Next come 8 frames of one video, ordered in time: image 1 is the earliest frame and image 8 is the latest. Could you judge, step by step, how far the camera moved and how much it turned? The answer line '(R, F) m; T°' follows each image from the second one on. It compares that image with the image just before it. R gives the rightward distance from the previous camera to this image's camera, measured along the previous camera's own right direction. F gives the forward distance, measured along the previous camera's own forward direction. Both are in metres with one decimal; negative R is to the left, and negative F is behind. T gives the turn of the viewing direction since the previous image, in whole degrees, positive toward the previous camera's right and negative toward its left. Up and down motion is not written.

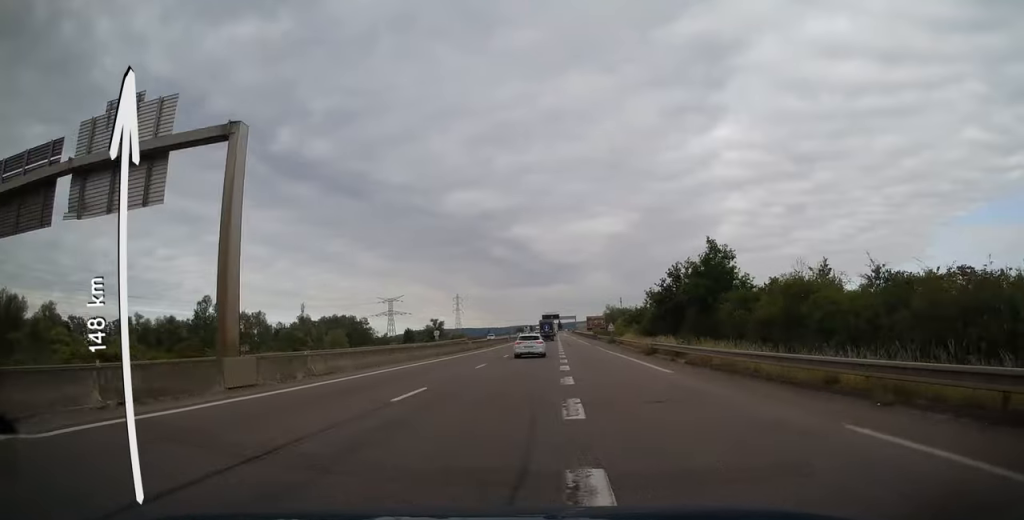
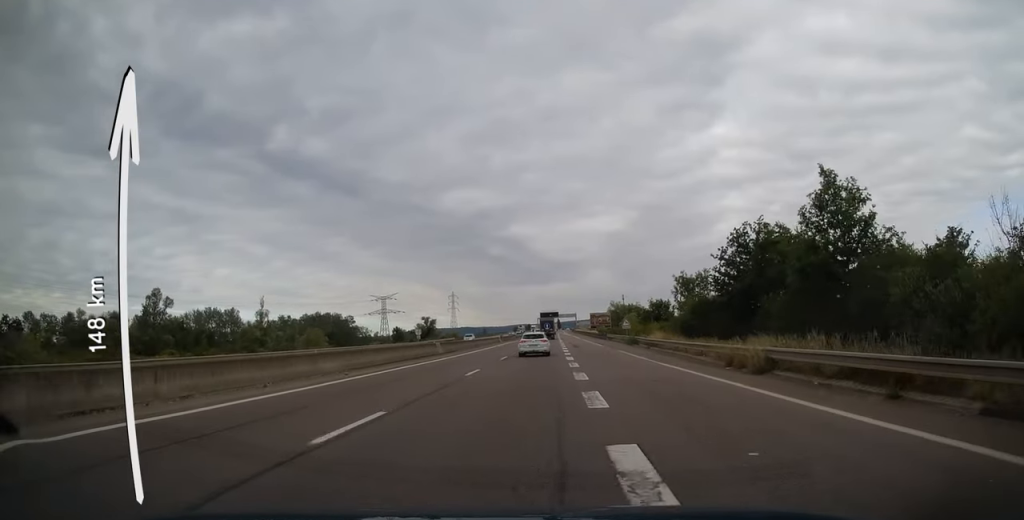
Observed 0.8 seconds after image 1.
(-0.1, +18.6) m; +1°
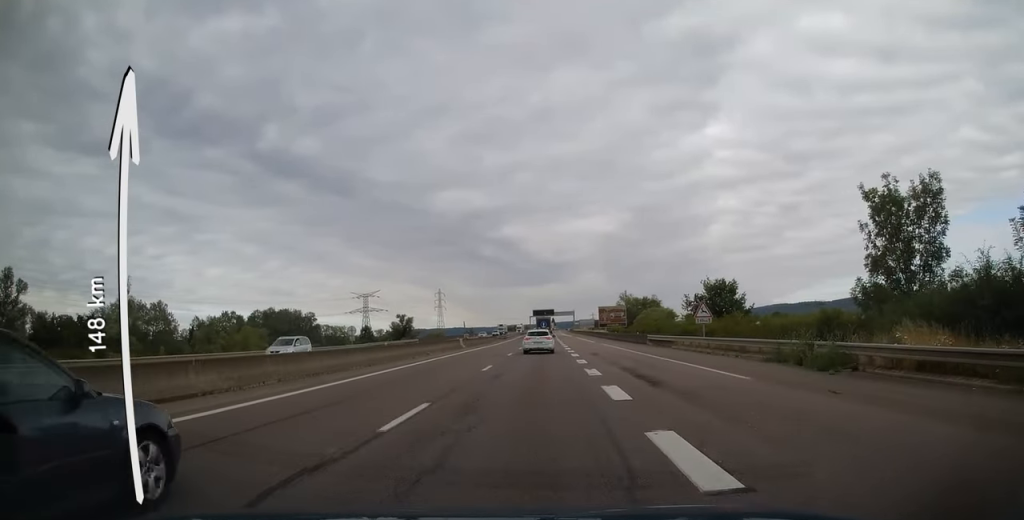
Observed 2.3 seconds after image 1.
(+0.4, +38.8) m; +1°
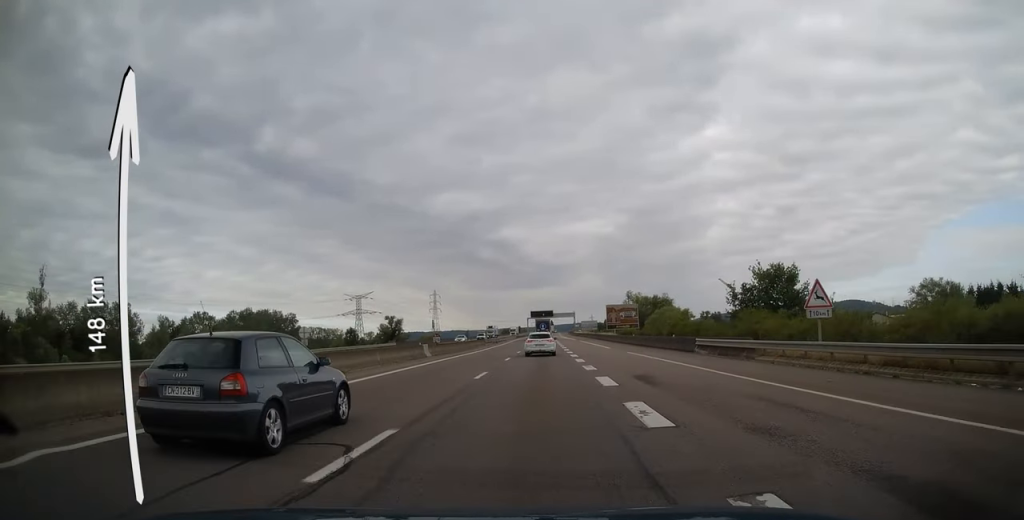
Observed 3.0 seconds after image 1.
(0.0, +16.3) m; 0°
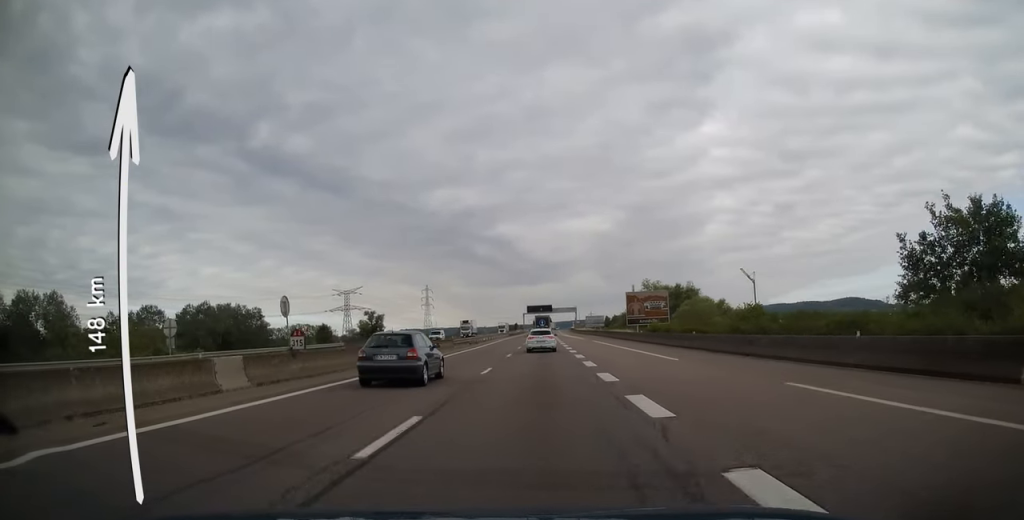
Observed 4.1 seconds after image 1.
(+0.2, +25.3) m; 0°
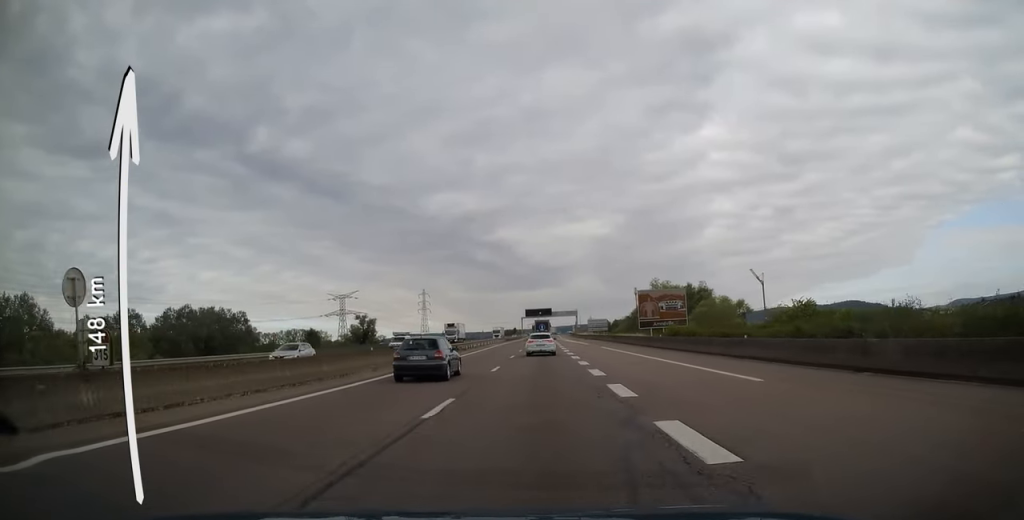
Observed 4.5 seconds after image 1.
(0.0, +9.6) m; 0°
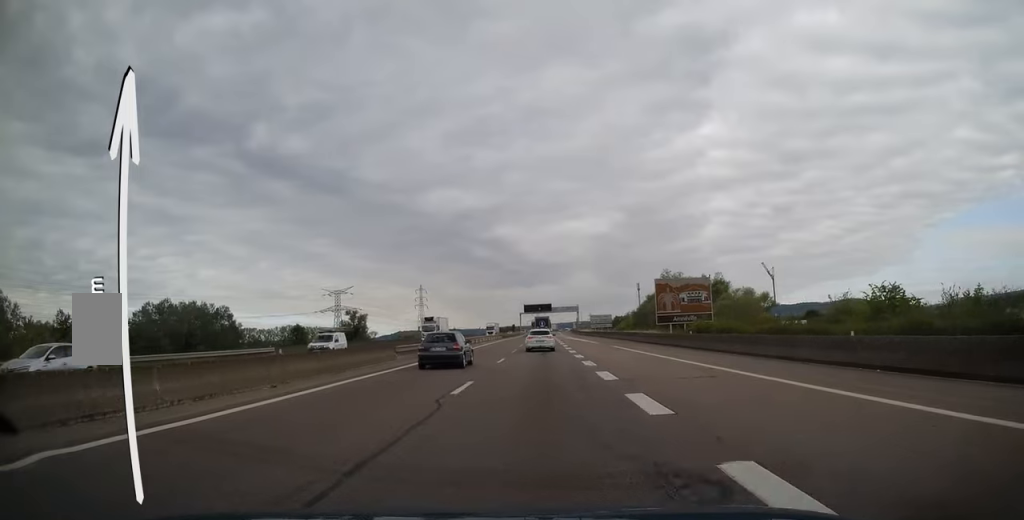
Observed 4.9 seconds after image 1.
(0.0, +9.9) m; 0°
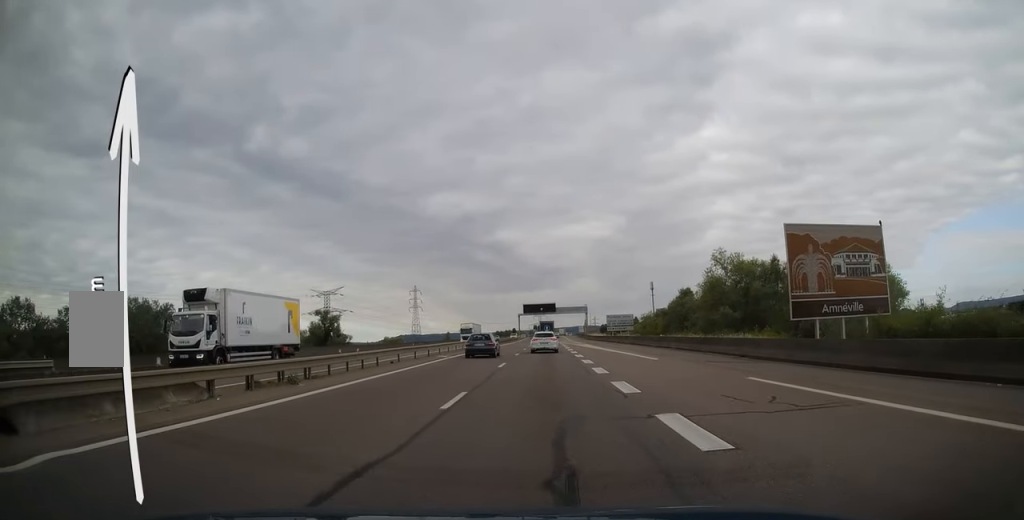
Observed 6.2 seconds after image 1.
(-0.2, +28.8) m; -1°
